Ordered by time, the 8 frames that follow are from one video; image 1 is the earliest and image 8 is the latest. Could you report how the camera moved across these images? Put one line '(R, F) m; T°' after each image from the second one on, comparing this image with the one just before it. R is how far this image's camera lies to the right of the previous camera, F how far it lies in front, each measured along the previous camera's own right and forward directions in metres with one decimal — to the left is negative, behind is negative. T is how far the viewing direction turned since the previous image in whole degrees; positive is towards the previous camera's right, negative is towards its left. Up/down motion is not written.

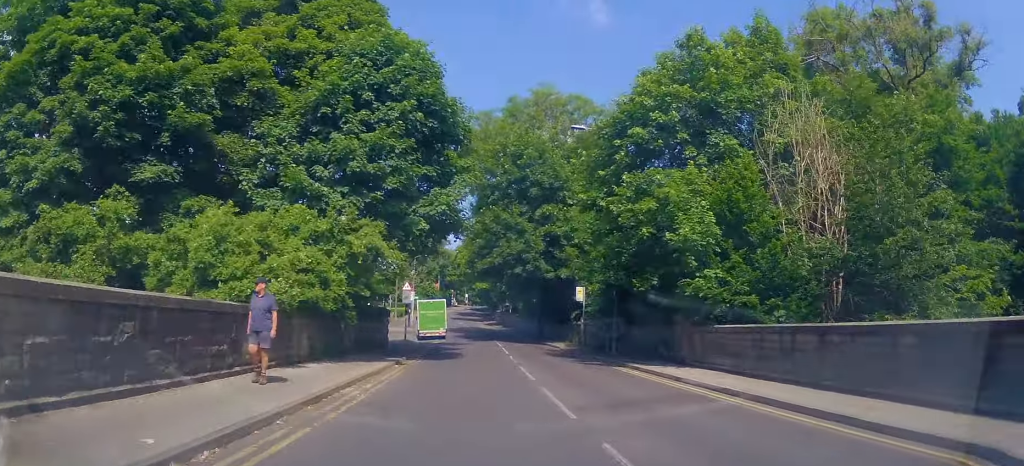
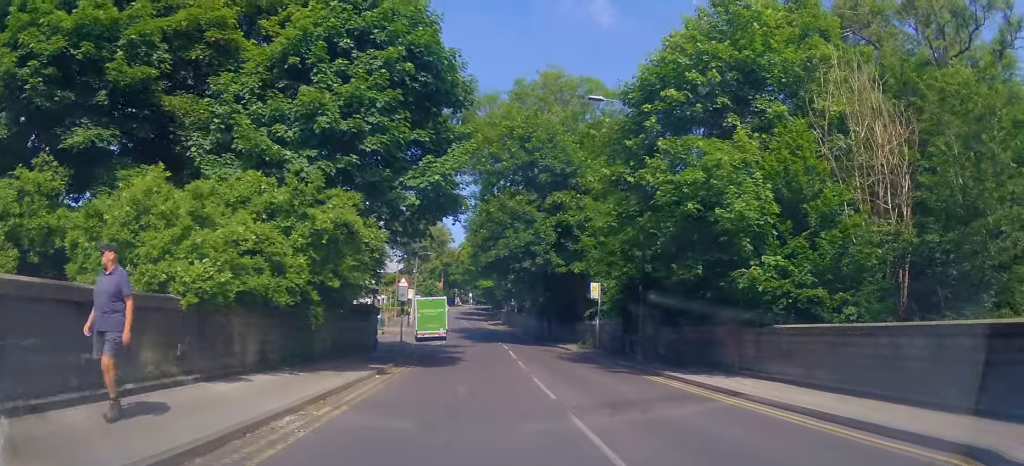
(+0.2, +3.7) m; +3°
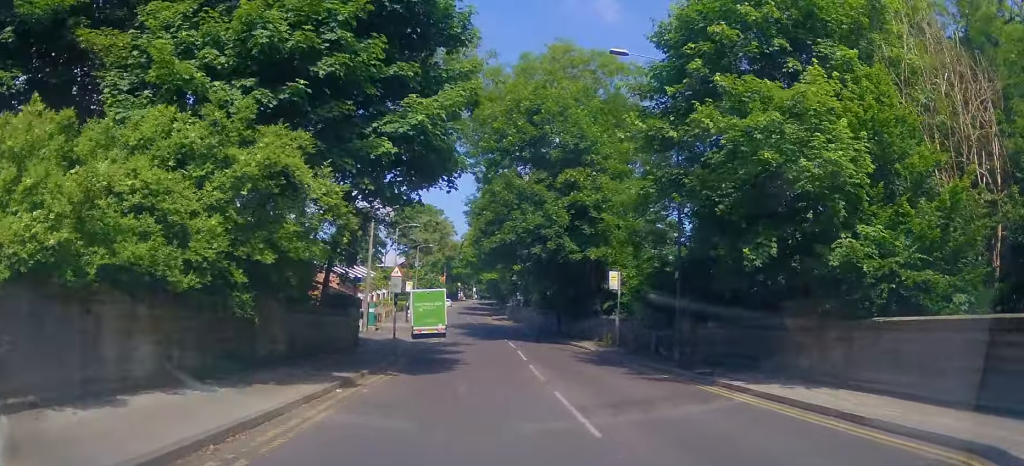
(0.0, +4.1) m; 0°
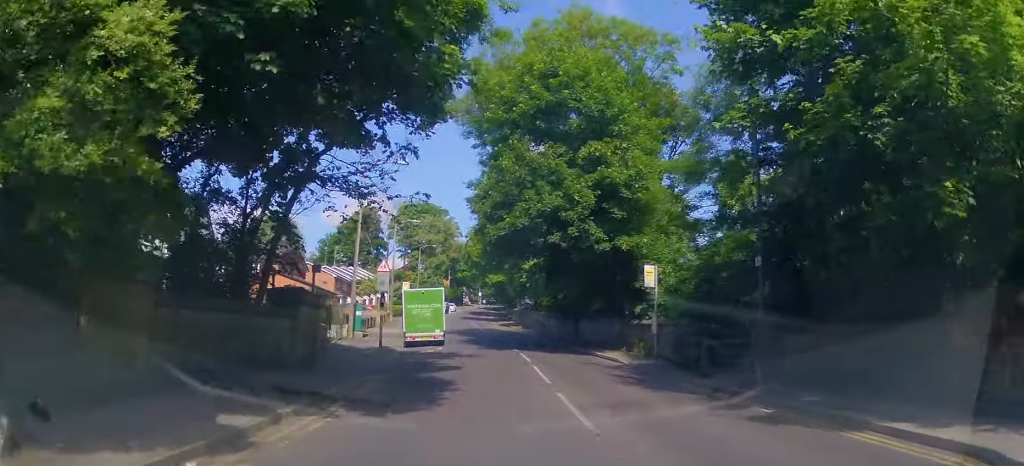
(0.0, +5.5) m; -1°
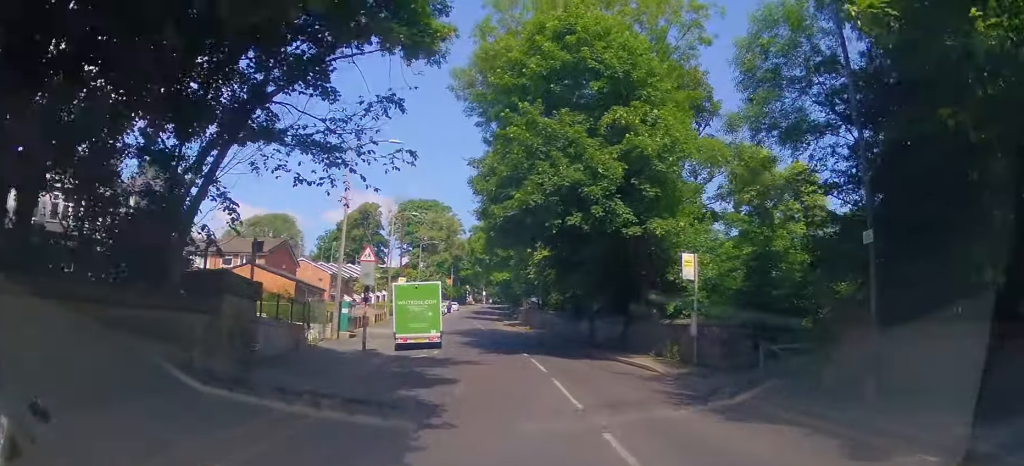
(0.0, +4.1) m; -1°
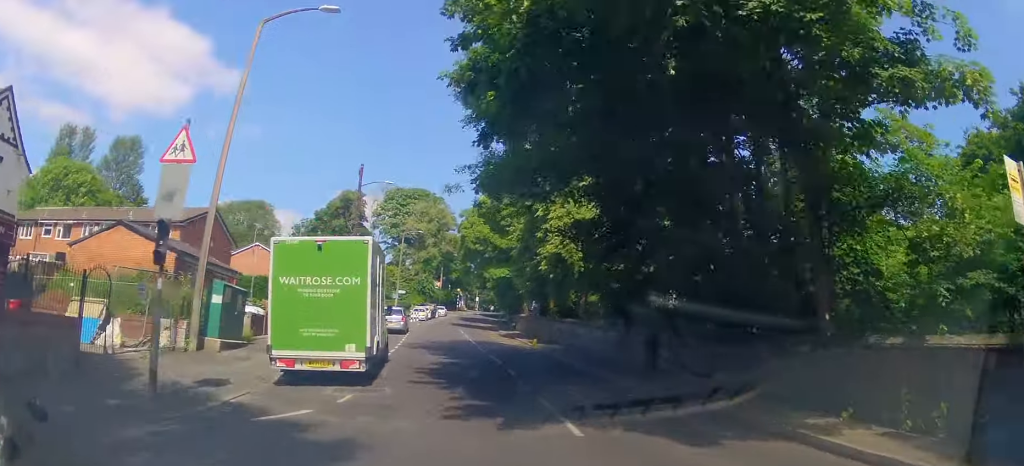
(-0.5, +13.5) m; -2°
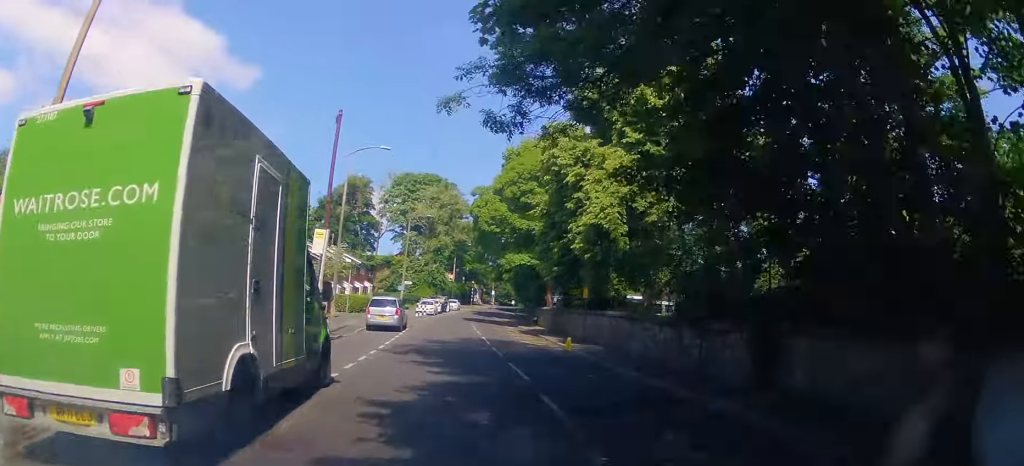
(+0.2, +7.6) m; +1°
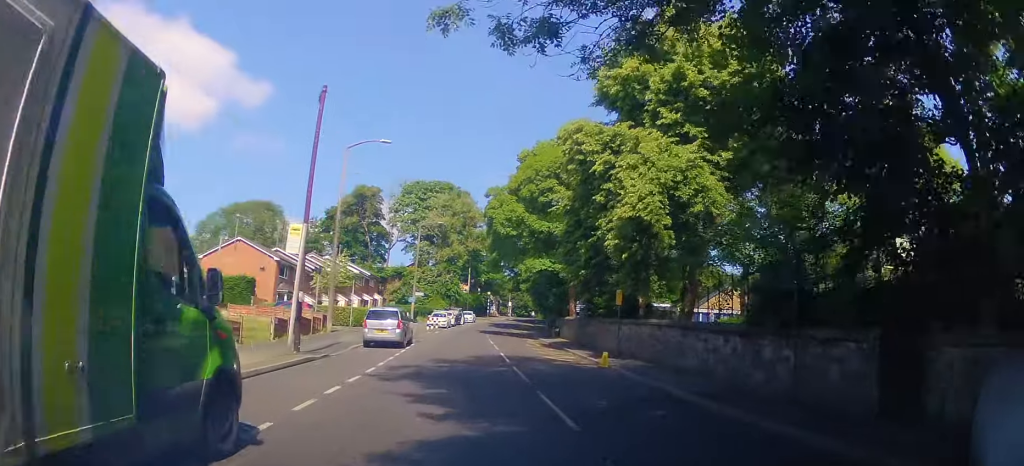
(0.0, +4.2) m; -1°
